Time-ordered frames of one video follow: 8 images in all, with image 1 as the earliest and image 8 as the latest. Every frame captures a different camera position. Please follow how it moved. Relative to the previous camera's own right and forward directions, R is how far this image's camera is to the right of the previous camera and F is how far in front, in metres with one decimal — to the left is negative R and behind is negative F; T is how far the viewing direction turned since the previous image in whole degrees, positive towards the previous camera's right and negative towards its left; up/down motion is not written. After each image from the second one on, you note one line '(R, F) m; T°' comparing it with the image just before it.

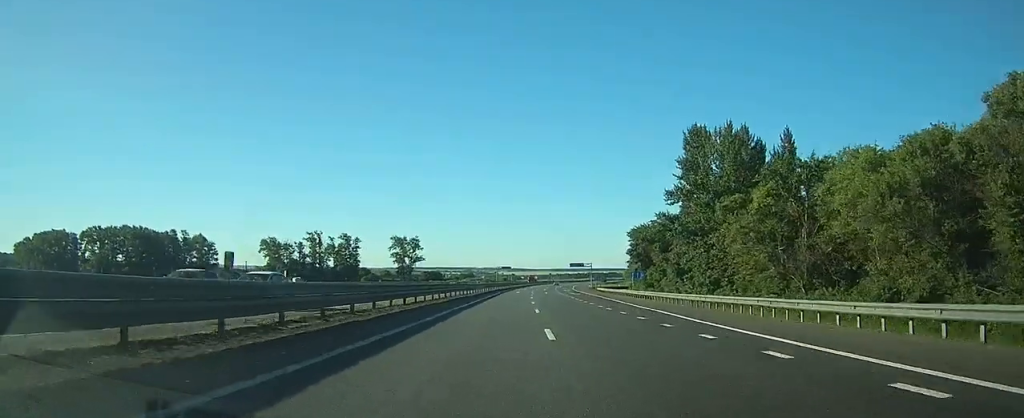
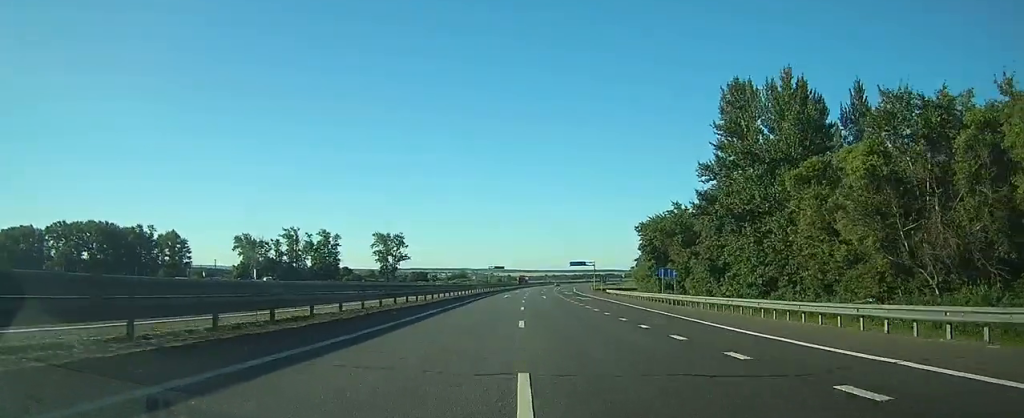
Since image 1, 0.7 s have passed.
(0.0, +19.9) m; 0°
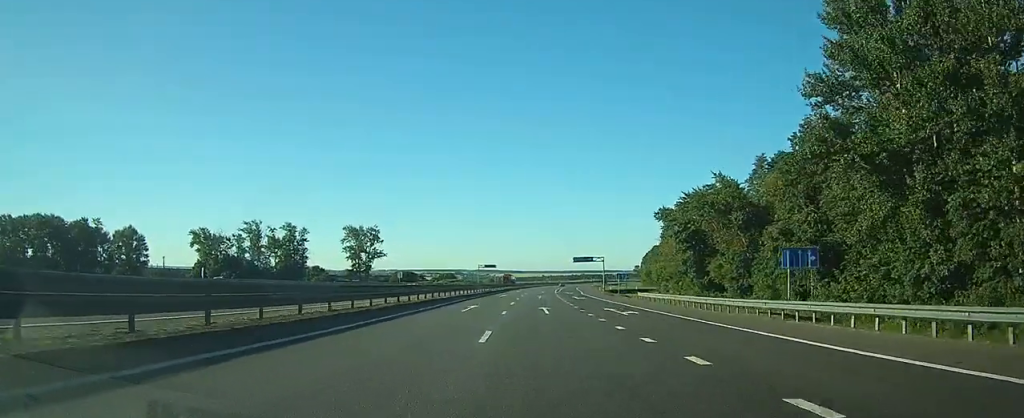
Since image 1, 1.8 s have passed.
(+0.2, +28.8) m; +1°
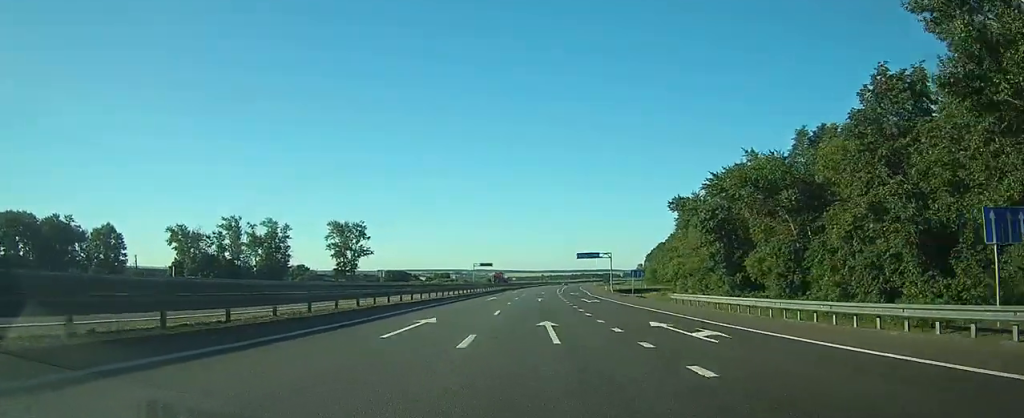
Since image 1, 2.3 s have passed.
(0.0, +13.4) m; 0°
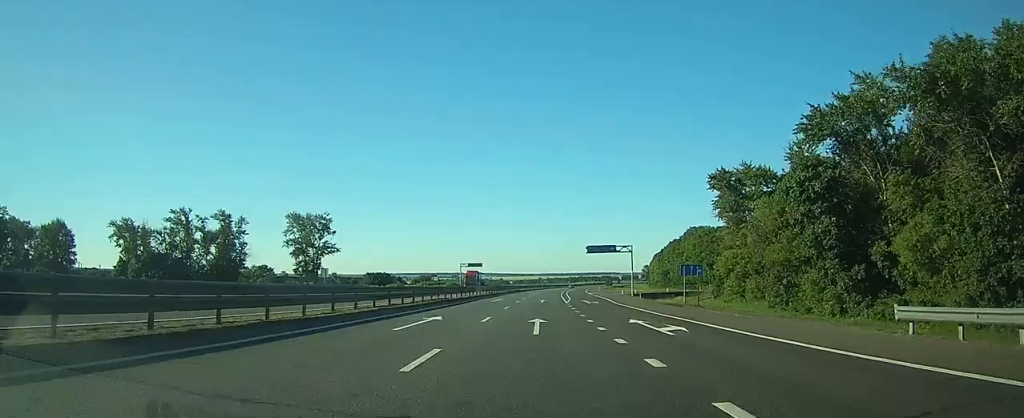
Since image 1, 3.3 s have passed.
(+0.1, +26.8) m; 0°
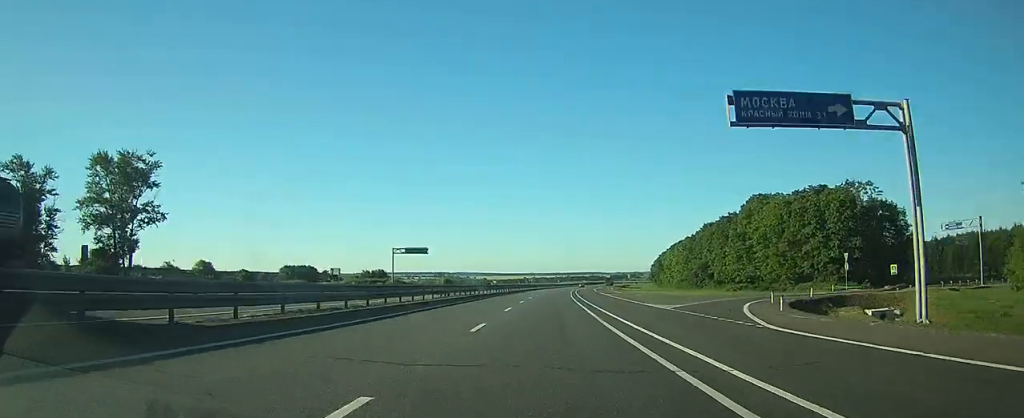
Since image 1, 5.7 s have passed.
(-0.1, +65.2) m; +1°
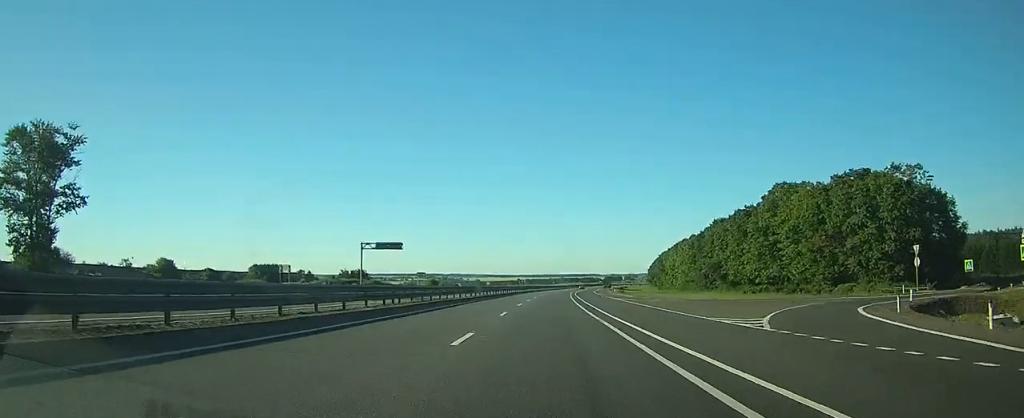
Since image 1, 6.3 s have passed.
(+0.1, +15.3) m; +1°
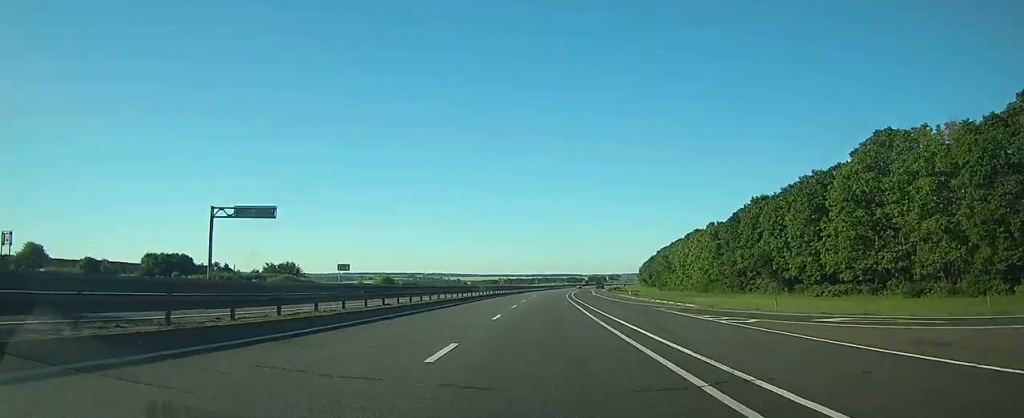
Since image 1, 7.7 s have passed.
(+0.7, +38.6) m; +2°
